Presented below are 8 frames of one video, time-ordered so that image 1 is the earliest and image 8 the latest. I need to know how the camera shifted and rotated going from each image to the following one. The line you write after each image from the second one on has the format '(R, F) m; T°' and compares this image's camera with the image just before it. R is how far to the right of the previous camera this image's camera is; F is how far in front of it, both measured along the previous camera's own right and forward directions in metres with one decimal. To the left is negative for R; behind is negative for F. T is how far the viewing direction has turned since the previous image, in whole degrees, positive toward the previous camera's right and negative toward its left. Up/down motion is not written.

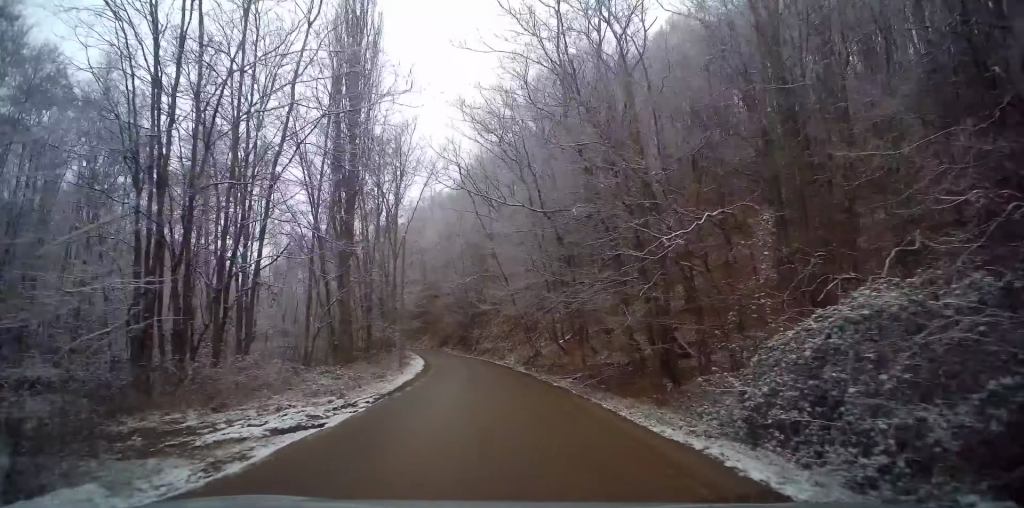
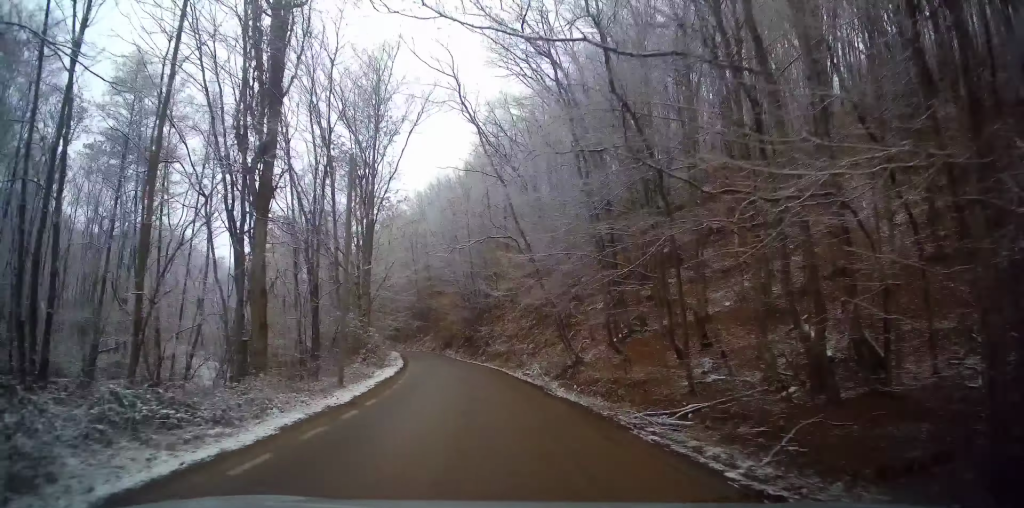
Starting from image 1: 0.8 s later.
(-0.2, +13.4) m; -2°
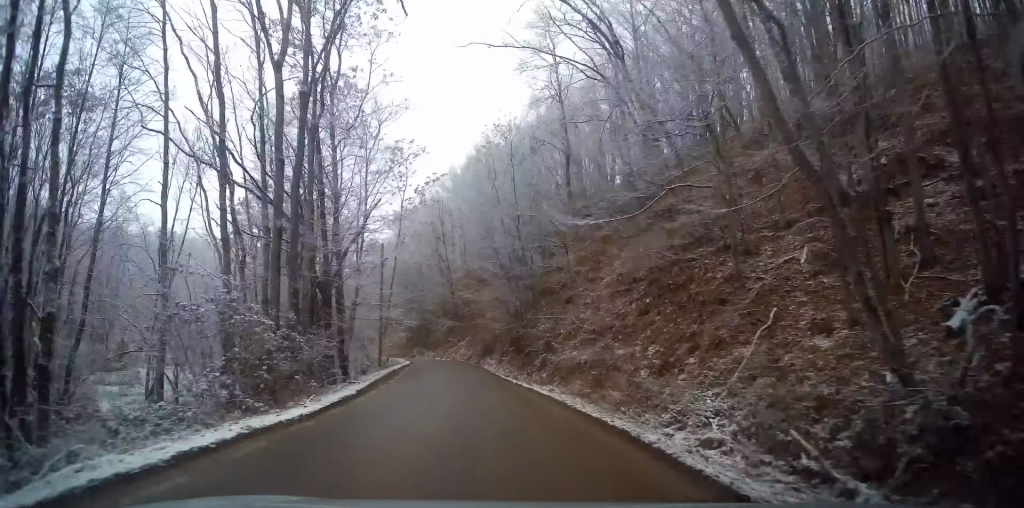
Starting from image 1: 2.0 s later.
(-0.5, +18.6) m; -3°
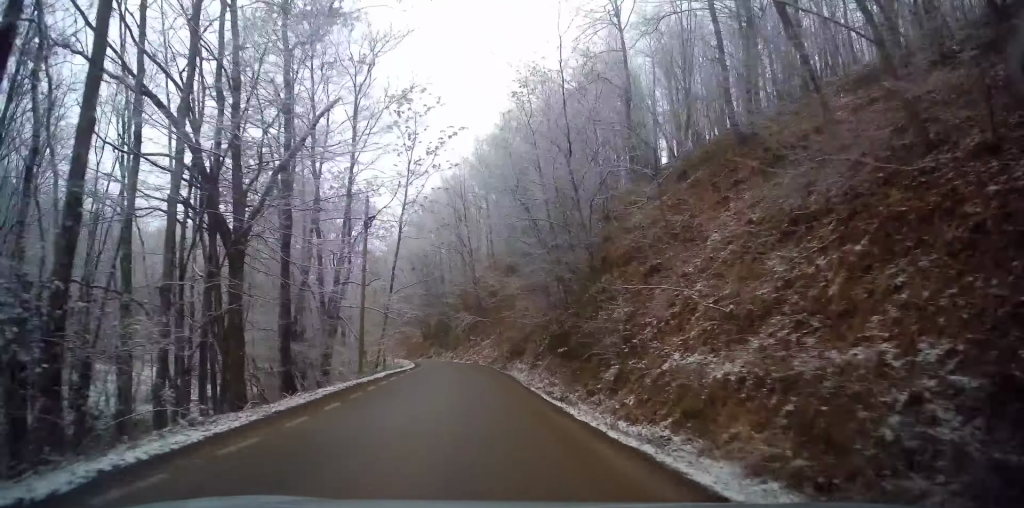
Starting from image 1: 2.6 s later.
(-0.1, +10.0) m; -2°
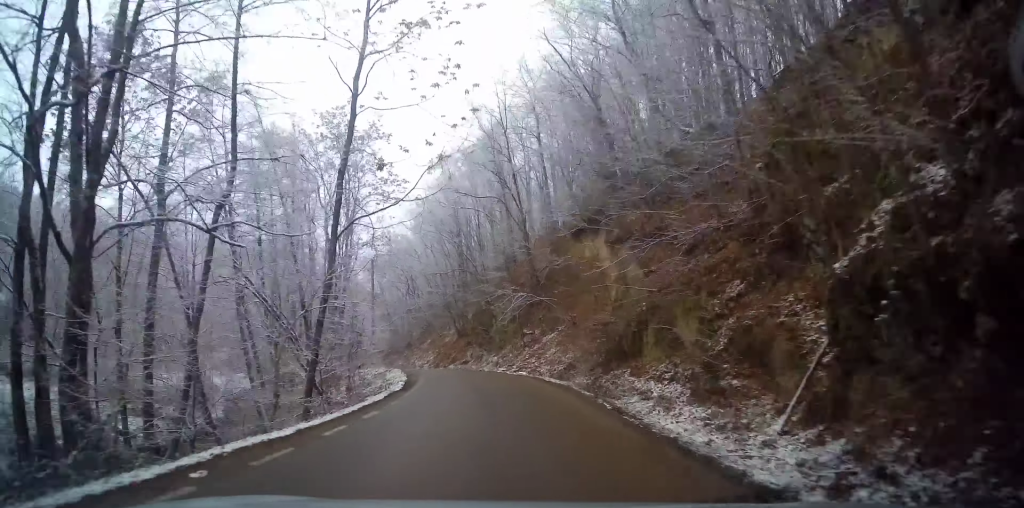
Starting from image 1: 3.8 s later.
(-0.6, +20.3) m; -6°
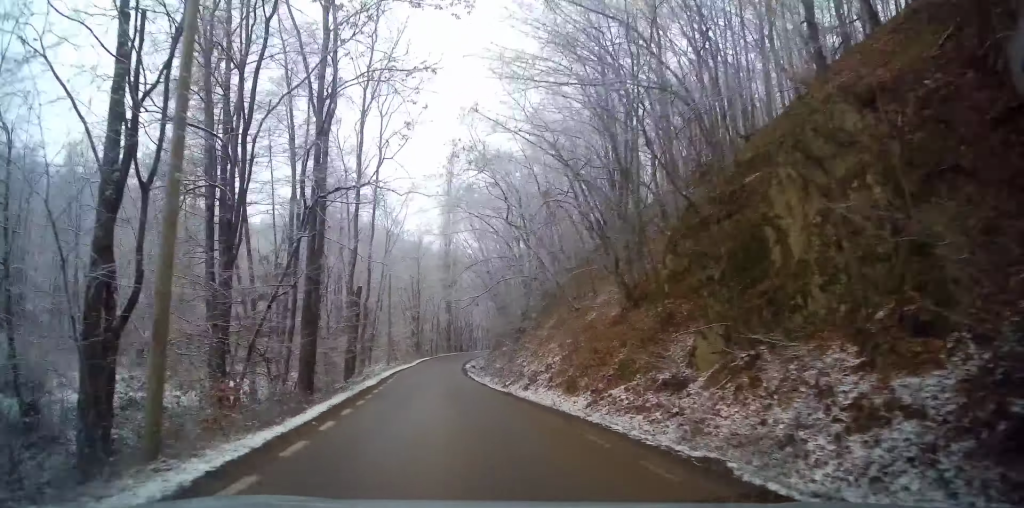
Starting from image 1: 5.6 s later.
(-4.4, +31.9) m; -15°
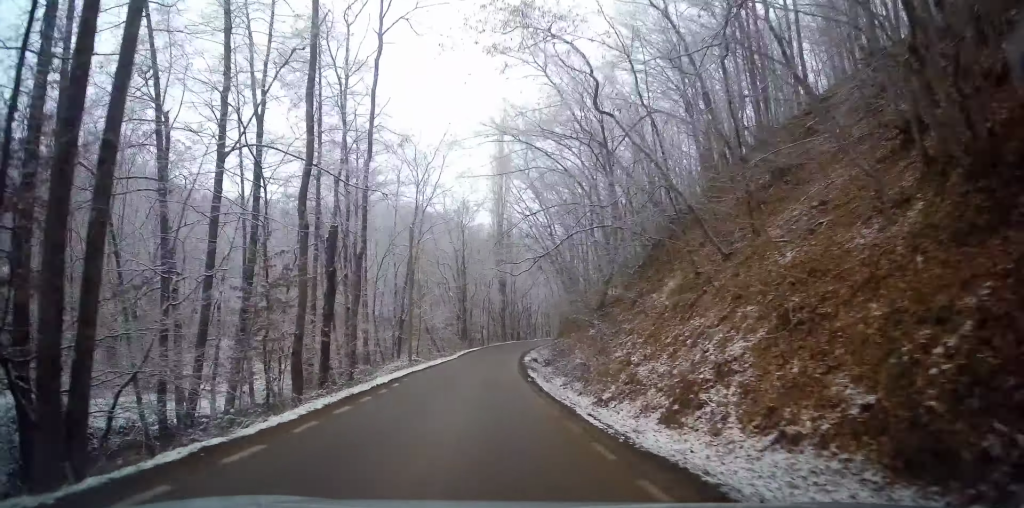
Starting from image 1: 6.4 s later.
(-0.6, +13.5) m; -4°
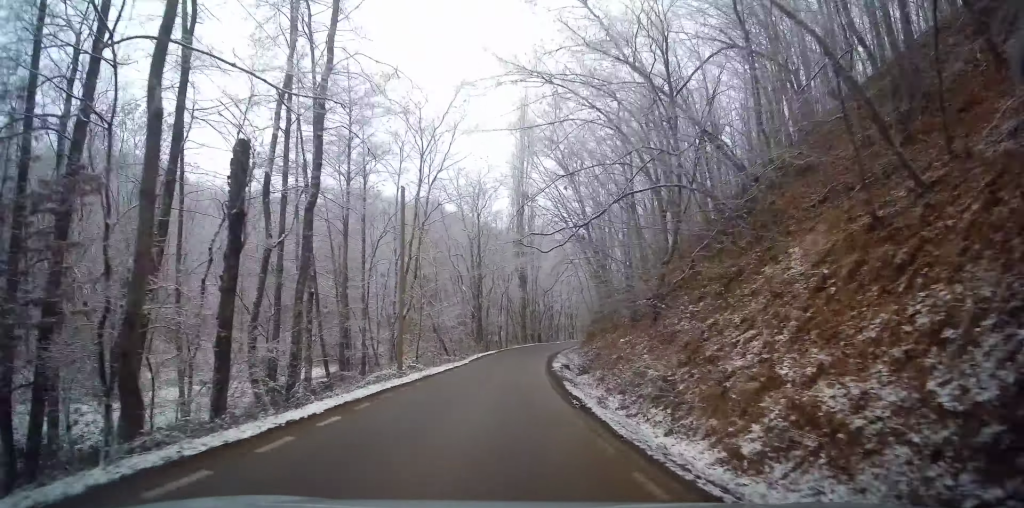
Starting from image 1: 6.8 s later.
(-0.2, +7.7) m; -1°
